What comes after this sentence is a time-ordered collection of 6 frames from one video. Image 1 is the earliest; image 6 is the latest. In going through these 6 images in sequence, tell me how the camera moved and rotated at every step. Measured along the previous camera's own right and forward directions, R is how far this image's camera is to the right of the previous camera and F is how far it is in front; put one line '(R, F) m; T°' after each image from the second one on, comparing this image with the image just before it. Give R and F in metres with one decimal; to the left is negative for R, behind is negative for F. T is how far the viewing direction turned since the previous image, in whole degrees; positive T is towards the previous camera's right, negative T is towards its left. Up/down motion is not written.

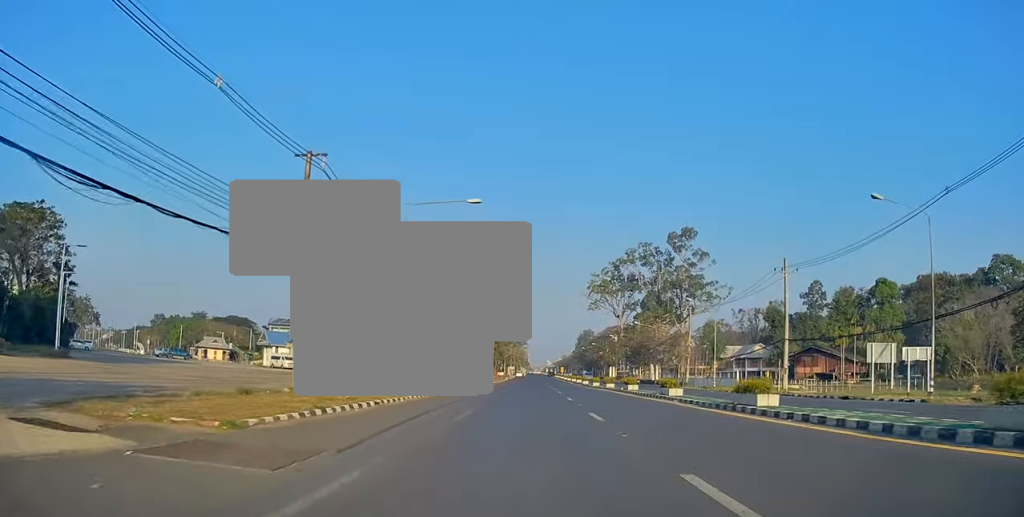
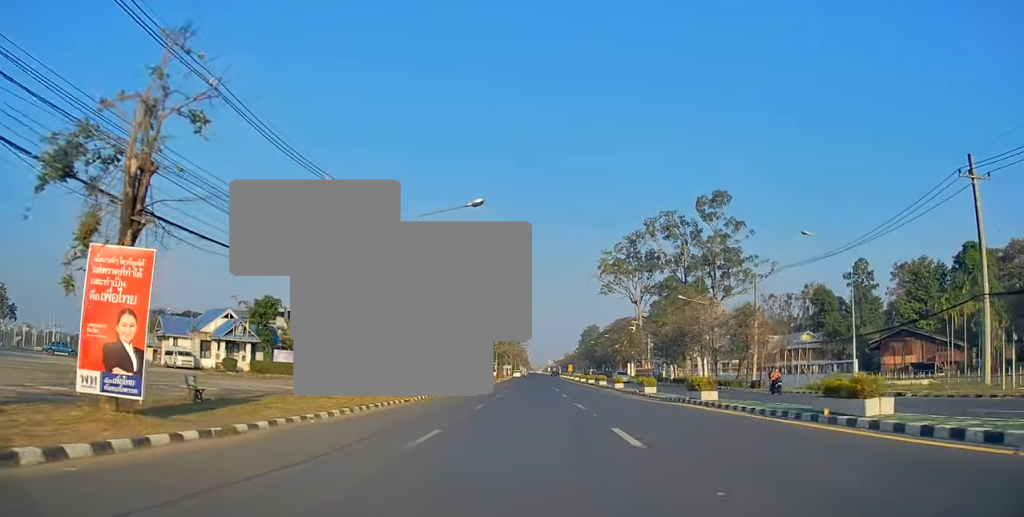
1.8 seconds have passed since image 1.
(+0.5, +30.2) m; +2°
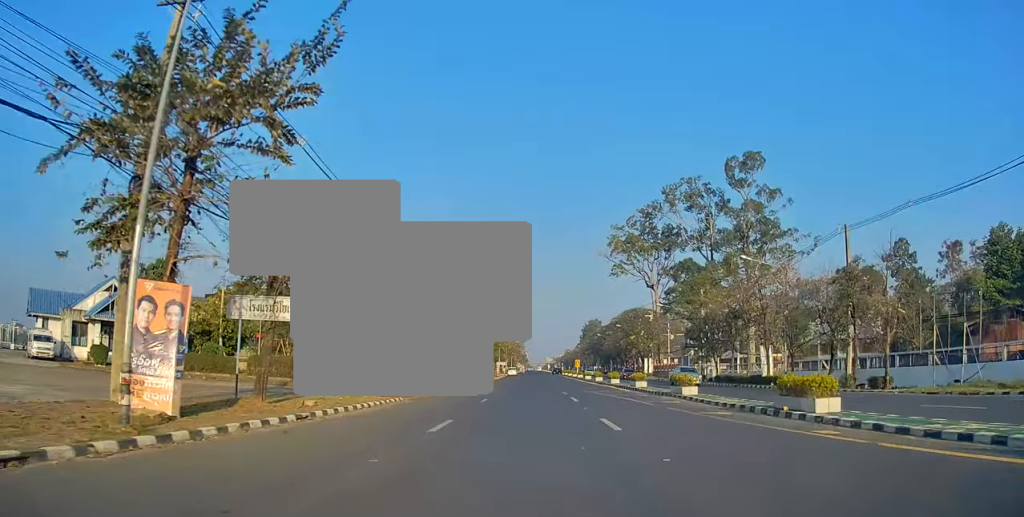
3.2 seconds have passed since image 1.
(0.0, +22.2) m; 0°
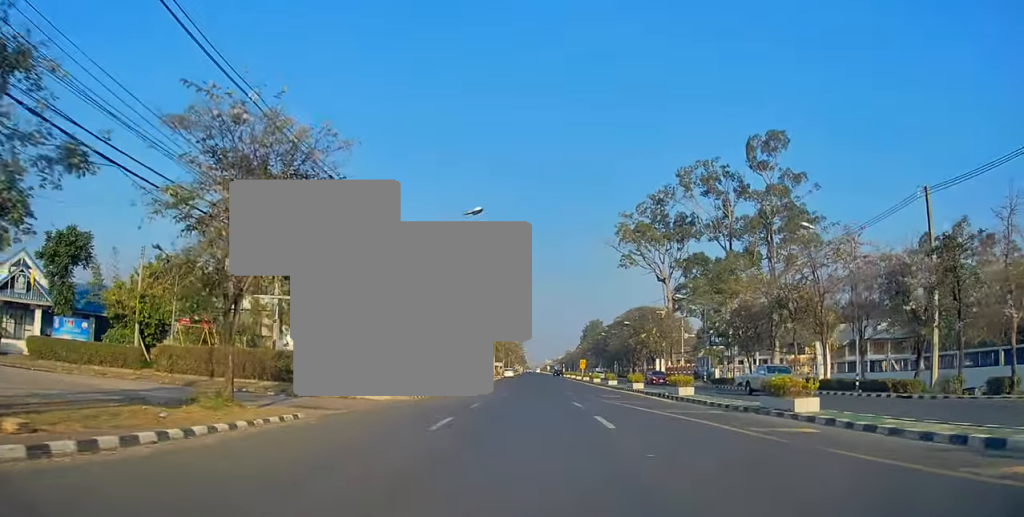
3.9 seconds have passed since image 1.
(0.0, +11.5) m; -1°
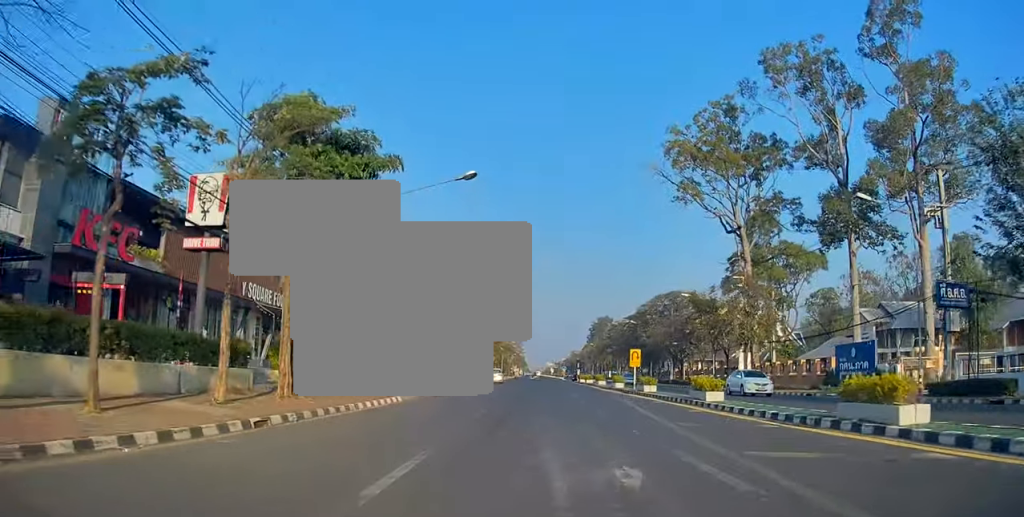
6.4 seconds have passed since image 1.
(-1.4, +40.7) m; -1°
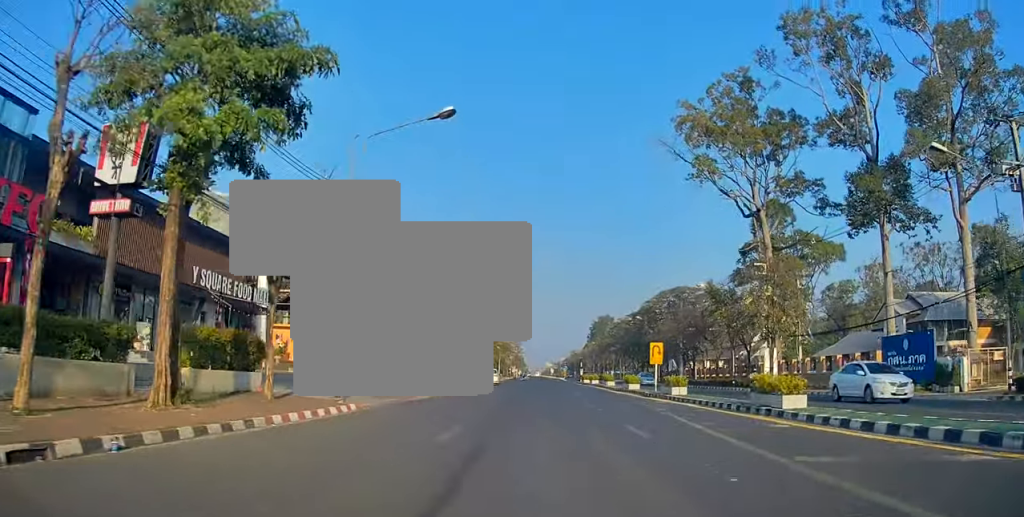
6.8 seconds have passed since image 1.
(+0.2, +7.1) m; +1°
